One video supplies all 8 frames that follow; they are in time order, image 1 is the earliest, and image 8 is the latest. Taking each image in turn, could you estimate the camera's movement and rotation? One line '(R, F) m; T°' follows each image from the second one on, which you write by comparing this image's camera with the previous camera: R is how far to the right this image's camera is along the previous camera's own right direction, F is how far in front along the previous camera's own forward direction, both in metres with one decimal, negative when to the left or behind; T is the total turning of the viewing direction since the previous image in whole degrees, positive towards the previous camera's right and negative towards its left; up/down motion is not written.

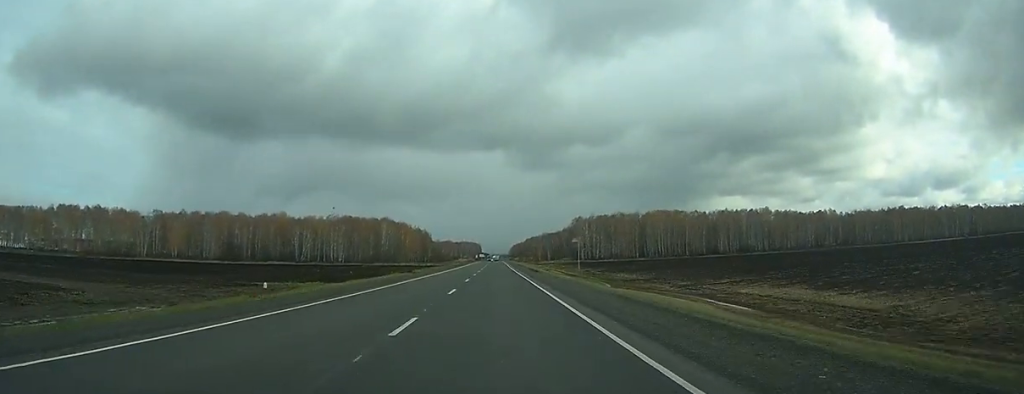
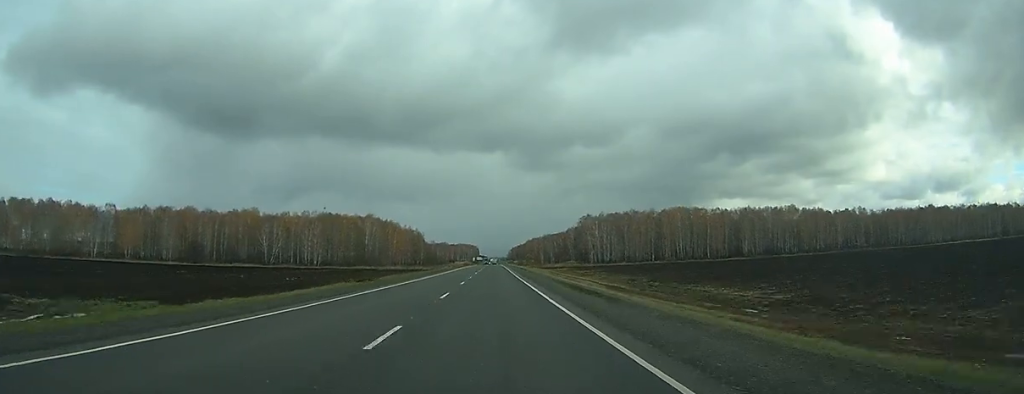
(0.0, +35.8) m; 0°
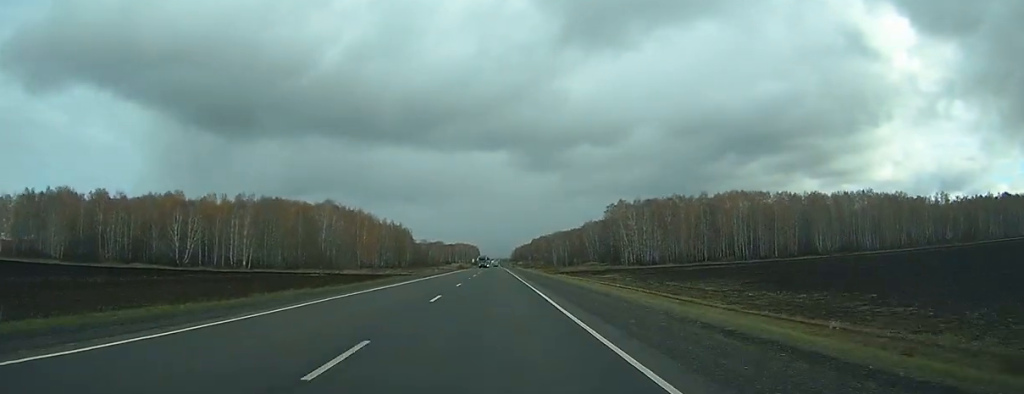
(+0.1, +74.8) m; 0°
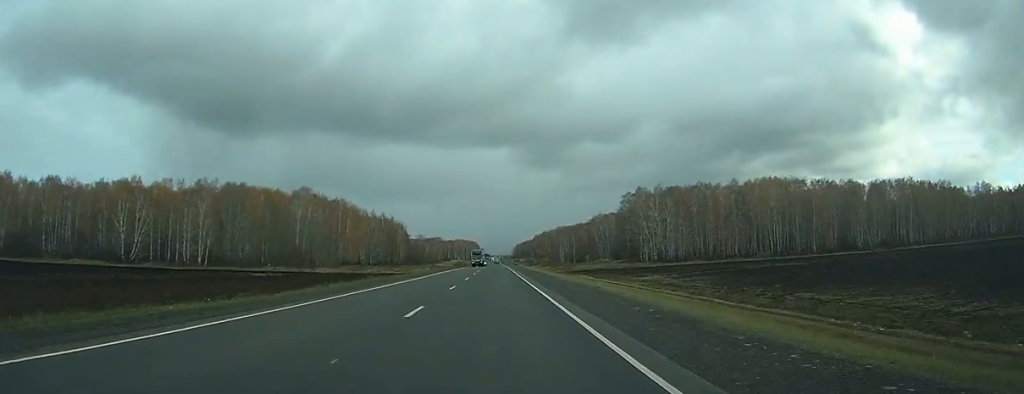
(+0.1, +30.4) m; 0°
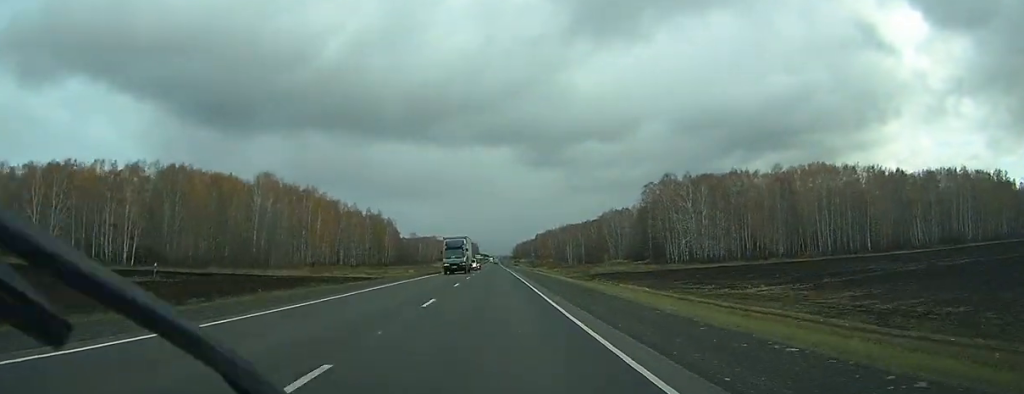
(+0.2, +34.2) m; 0°
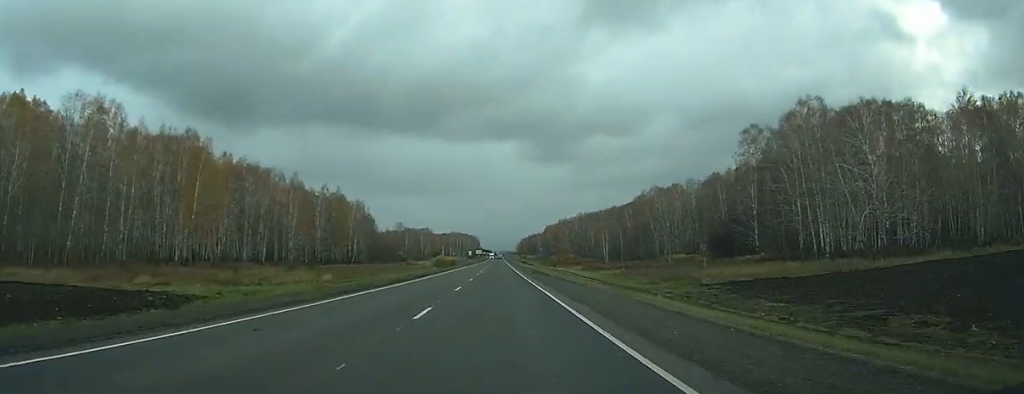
(-0.1, +75.6) m; 0°
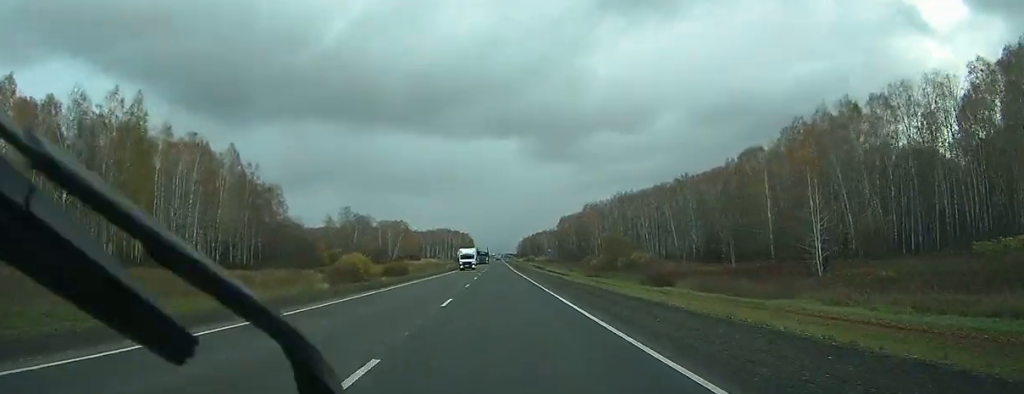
(0.0, +111.9) m; 0°
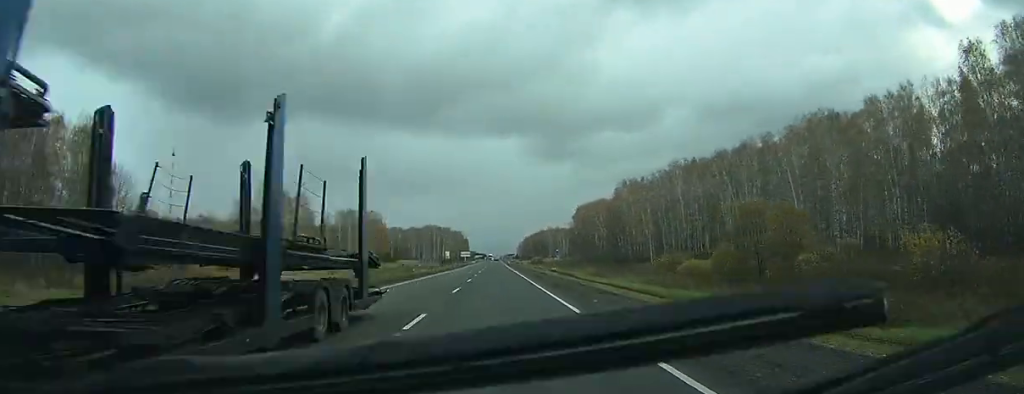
(-0.2, +80.6) m; 0°
